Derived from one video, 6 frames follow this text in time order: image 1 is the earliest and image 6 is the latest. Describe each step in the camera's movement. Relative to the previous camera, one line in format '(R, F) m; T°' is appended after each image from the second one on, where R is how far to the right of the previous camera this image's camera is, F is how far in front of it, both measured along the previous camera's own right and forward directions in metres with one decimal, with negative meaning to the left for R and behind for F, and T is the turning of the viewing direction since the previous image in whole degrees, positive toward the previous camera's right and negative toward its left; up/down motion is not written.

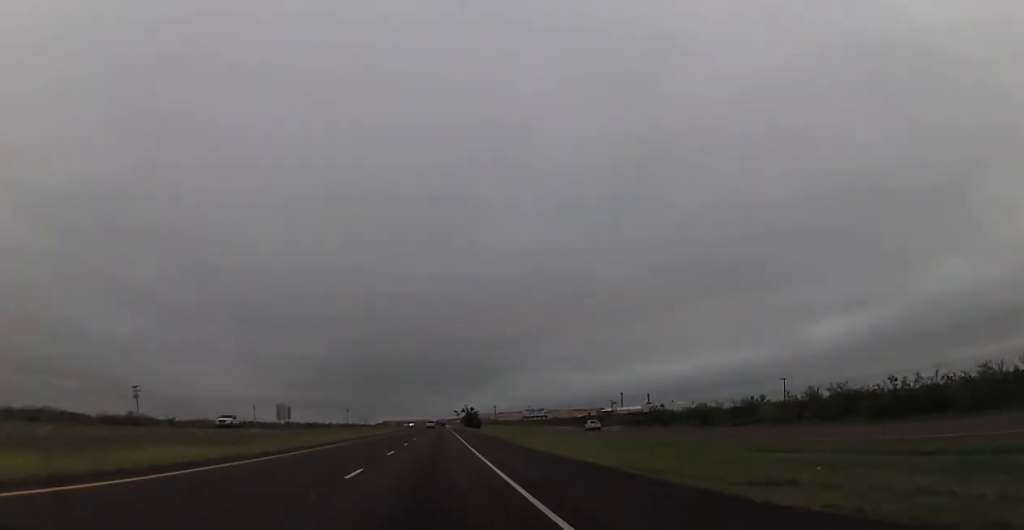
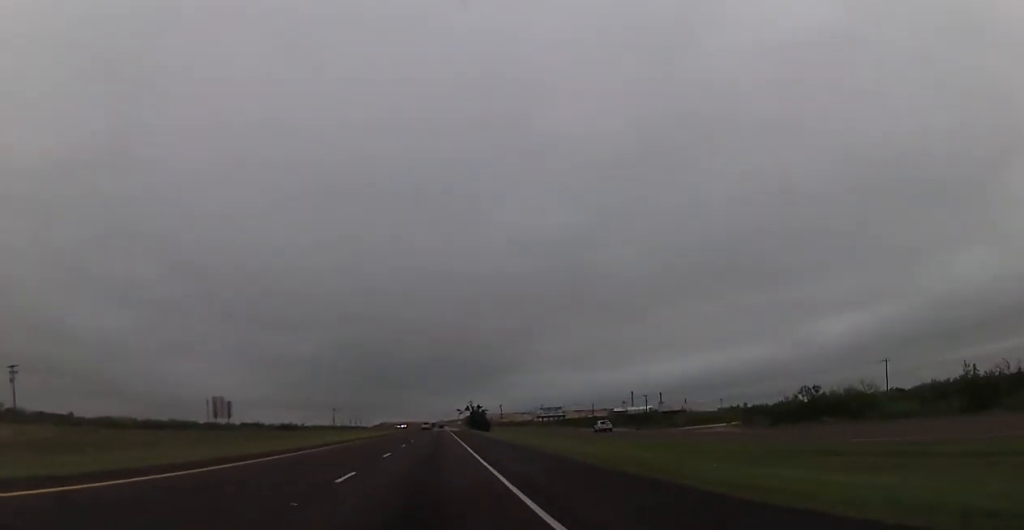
(-0.1, +49.4) m; 0°
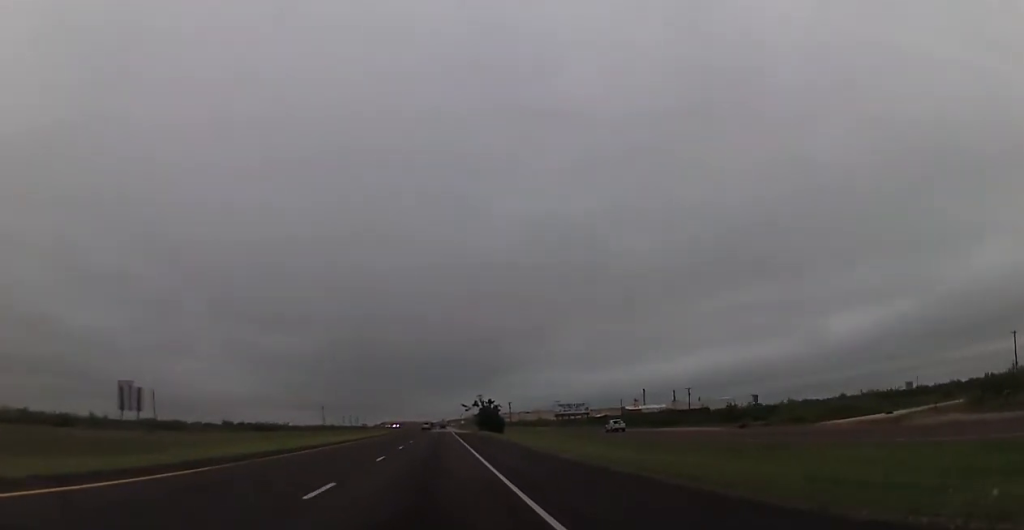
(+0.2, +39.9) m; 0°
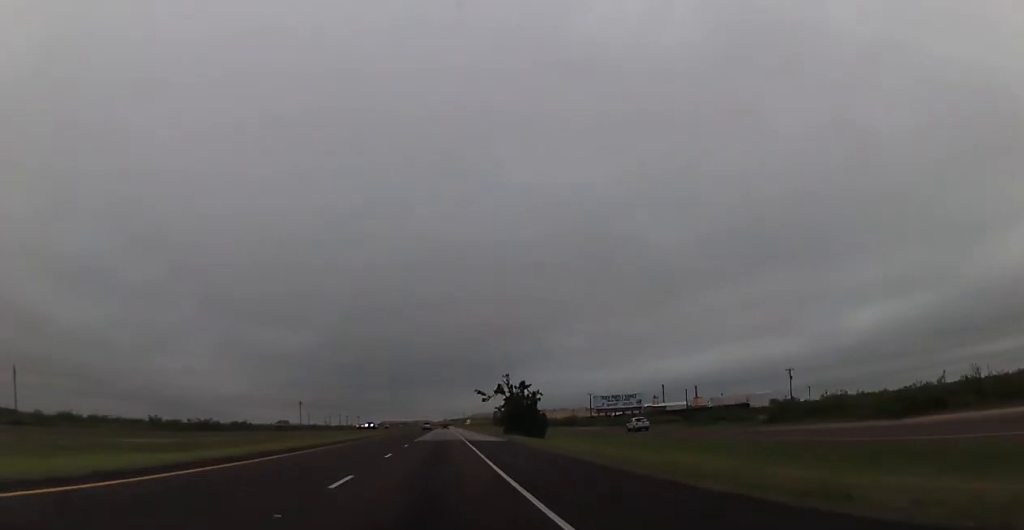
(-0.9, +58.7) m; -1°
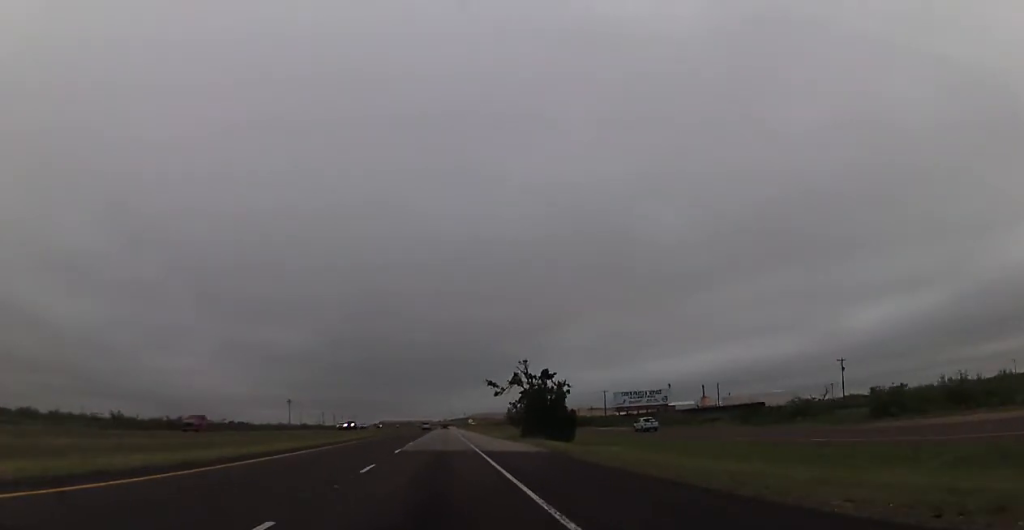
(+0.4, +20.0) m; 0°
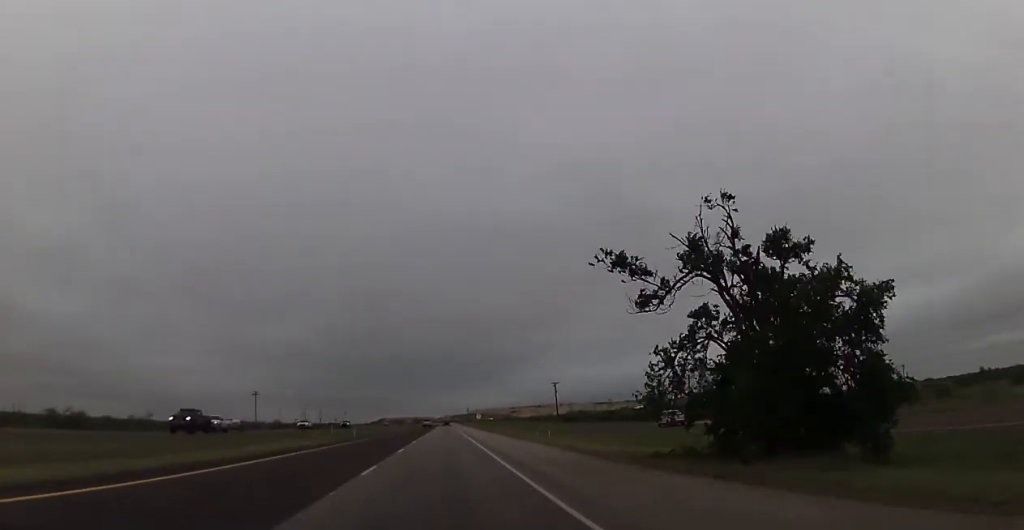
(+0.3, +50.6) m; 0°
